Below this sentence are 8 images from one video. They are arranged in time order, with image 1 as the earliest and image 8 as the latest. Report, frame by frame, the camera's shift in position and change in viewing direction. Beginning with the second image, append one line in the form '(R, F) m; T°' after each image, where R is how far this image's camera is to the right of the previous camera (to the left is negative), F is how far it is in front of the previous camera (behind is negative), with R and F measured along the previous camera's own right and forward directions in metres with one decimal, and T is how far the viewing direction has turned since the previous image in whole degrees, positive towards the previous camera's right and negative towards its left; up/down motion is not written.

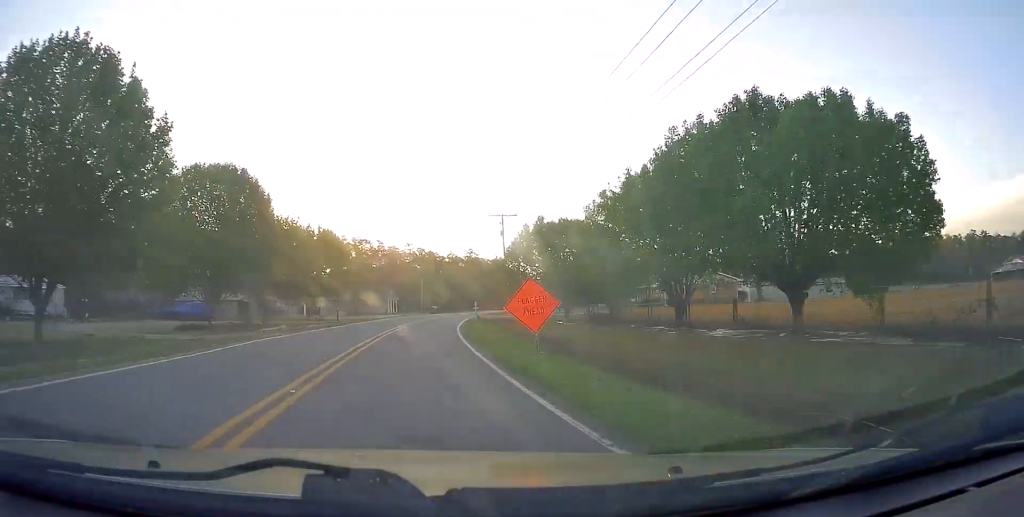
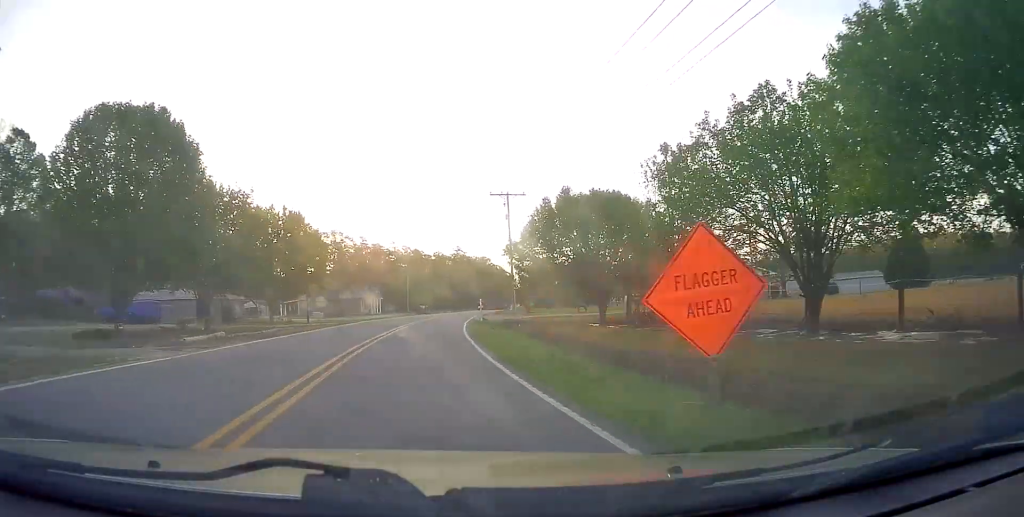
(0.0, +10.9) m; +3°
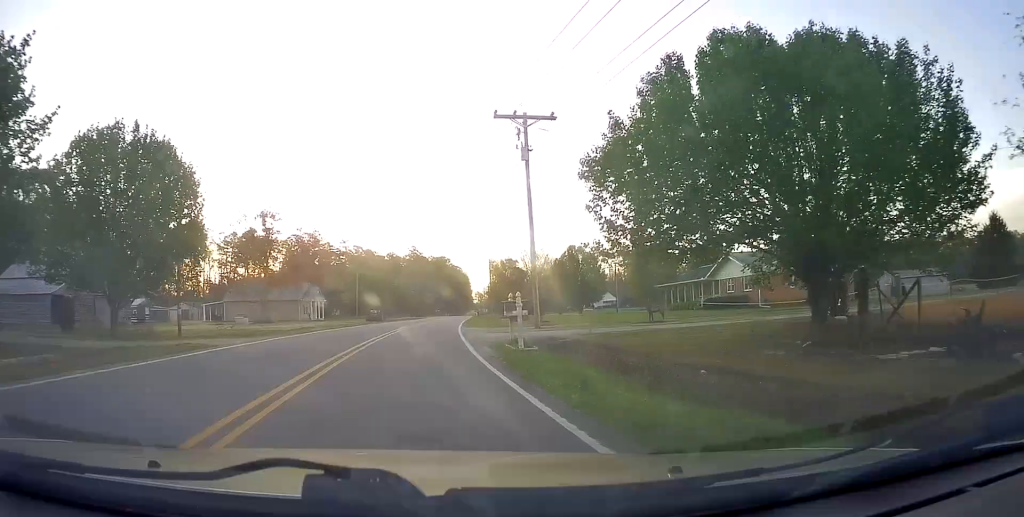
(+1.4, +21.7) m; +5°
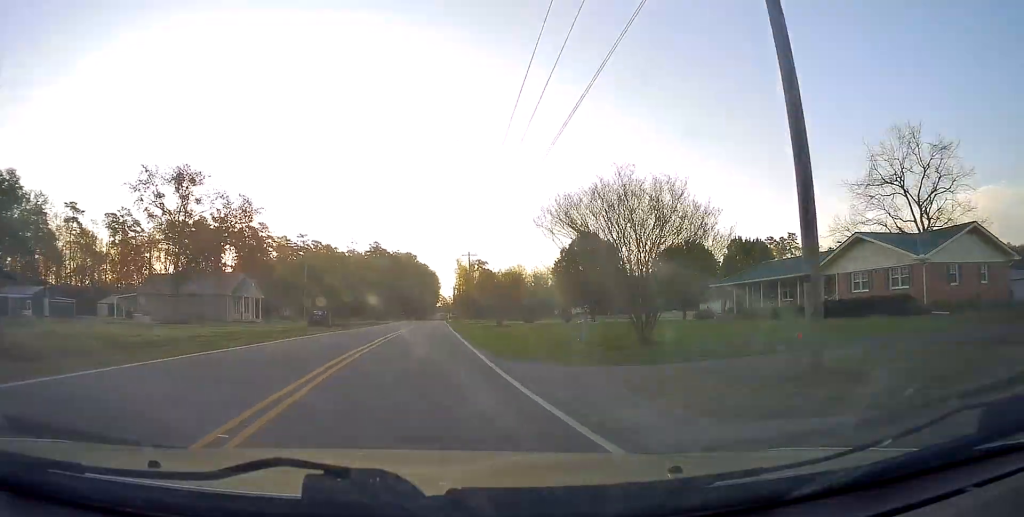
(+0.7, +20.9) m; +4°
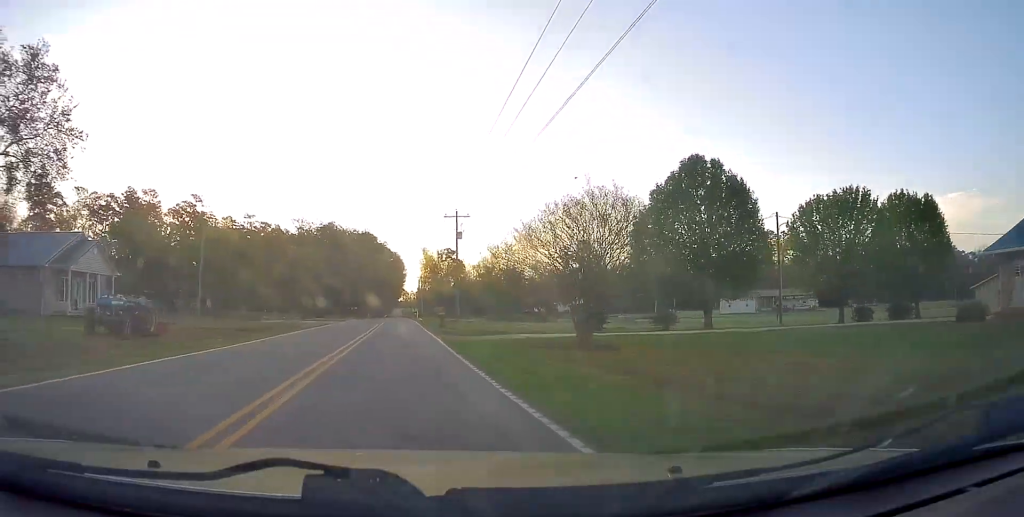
(+1.6, +32.5) m; +6°
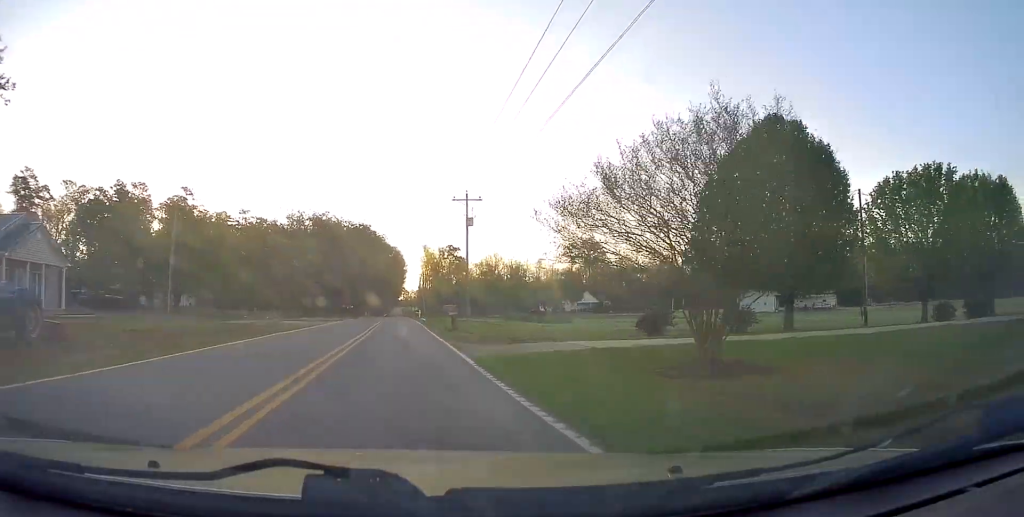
(+0.3, +7.8) m; 0°
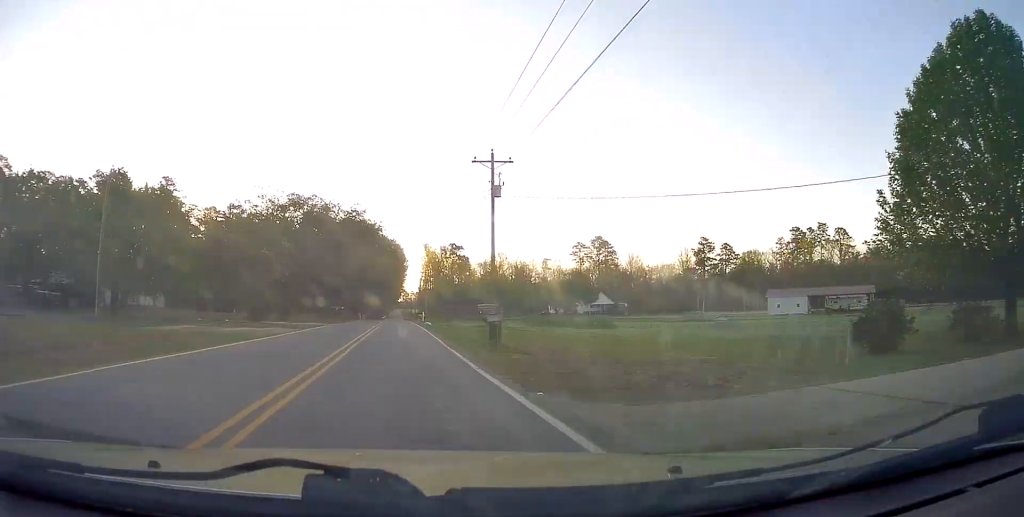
(+0.2, +12.8) m; 0°
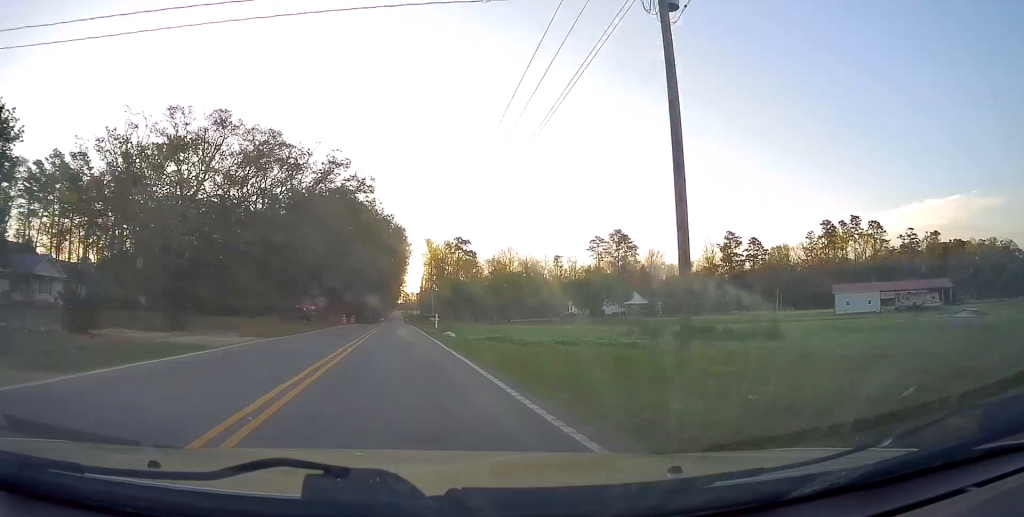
(-0.3, +22.7) m; -1°
